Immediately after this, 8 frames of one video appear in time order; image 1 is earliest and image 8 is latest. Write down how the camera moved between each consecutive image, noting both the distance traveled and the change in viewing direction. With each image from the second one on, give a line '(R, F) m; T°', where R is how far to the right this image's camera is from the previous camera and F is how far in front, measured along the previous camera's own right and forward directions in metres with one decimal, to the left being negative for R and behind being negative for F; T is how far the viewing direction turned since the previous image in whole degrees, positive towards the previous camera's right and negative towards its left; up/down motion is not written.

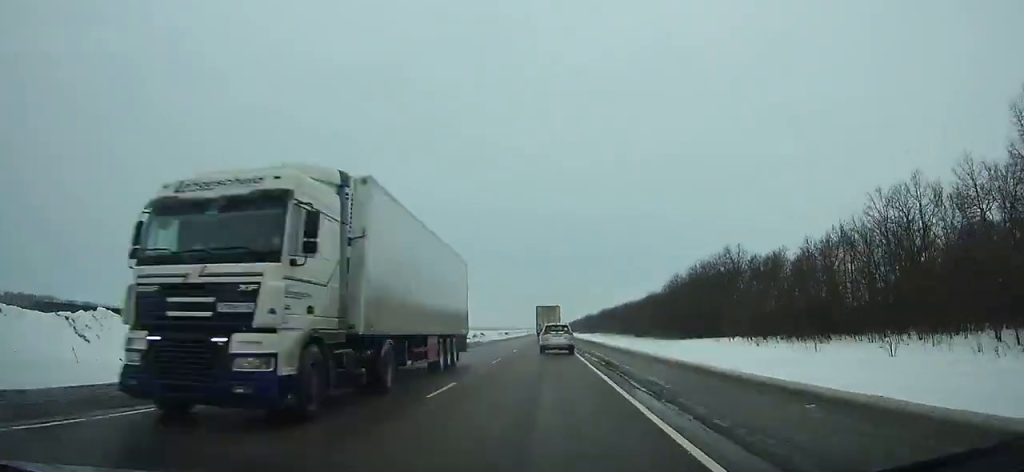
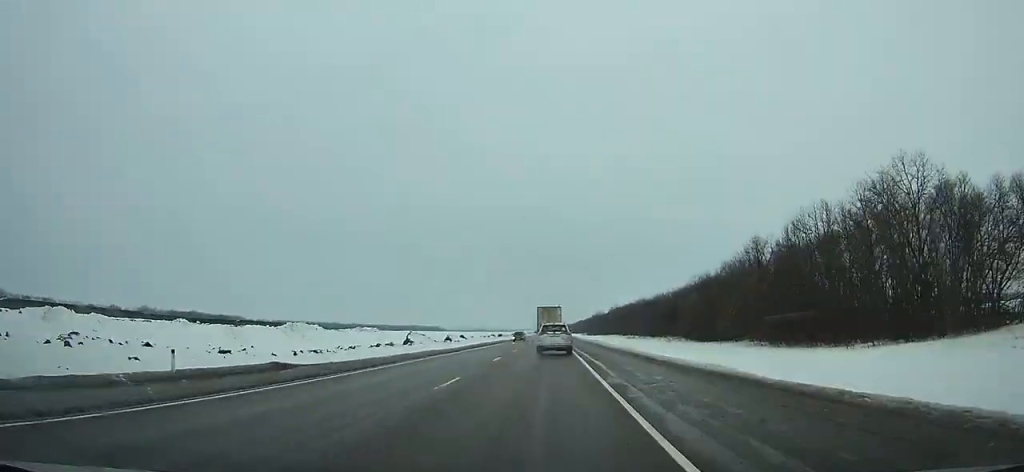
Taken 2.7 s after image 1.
(0.0, +59.4) m; 0°
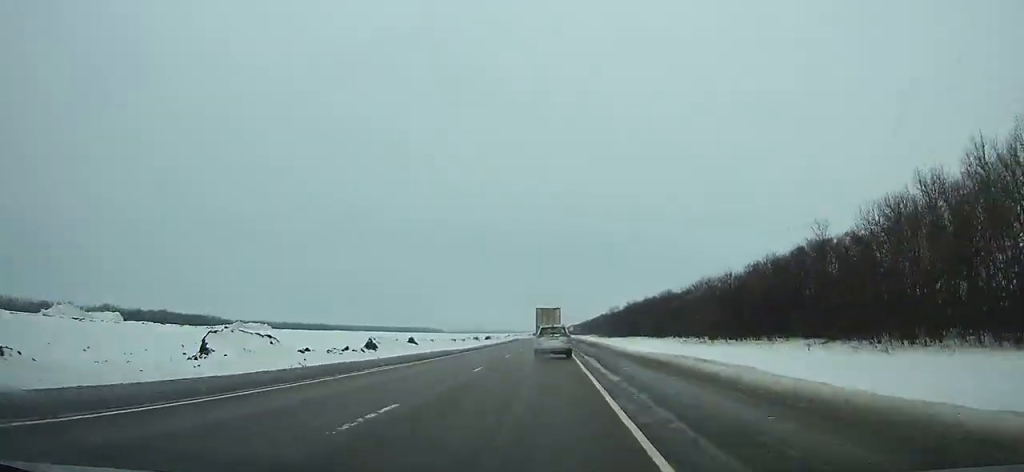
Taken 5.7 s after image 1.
(0.0, +66.0) m; 0°
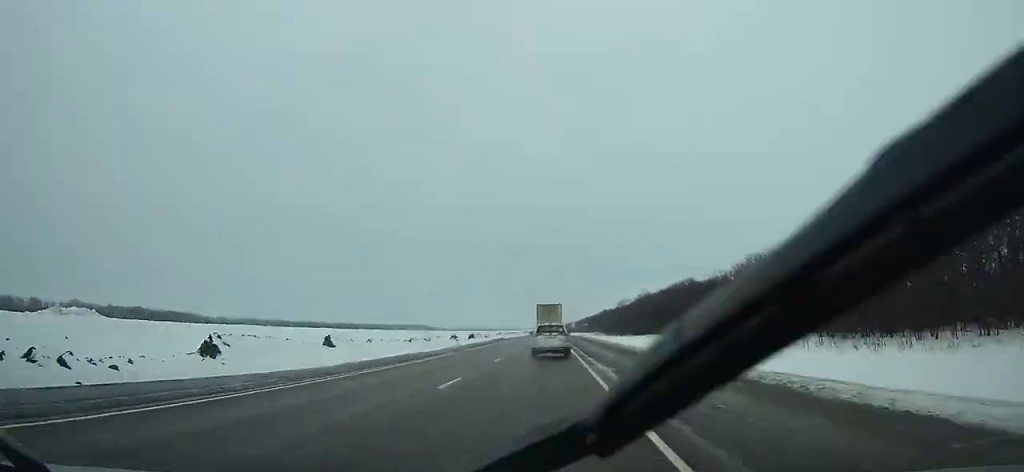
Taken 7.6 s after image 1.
(0.0, +41.9) m; 0°
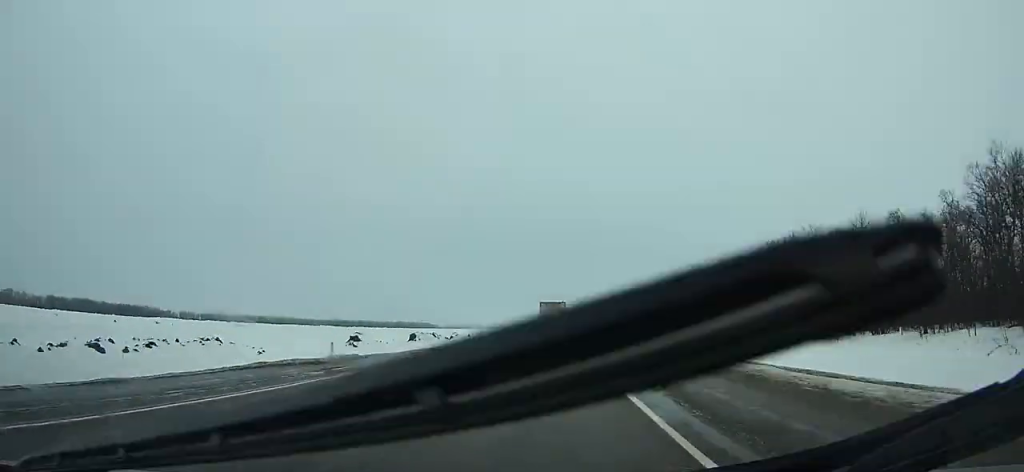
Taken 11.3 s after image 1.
(-0.2, +82.0) m; 0°
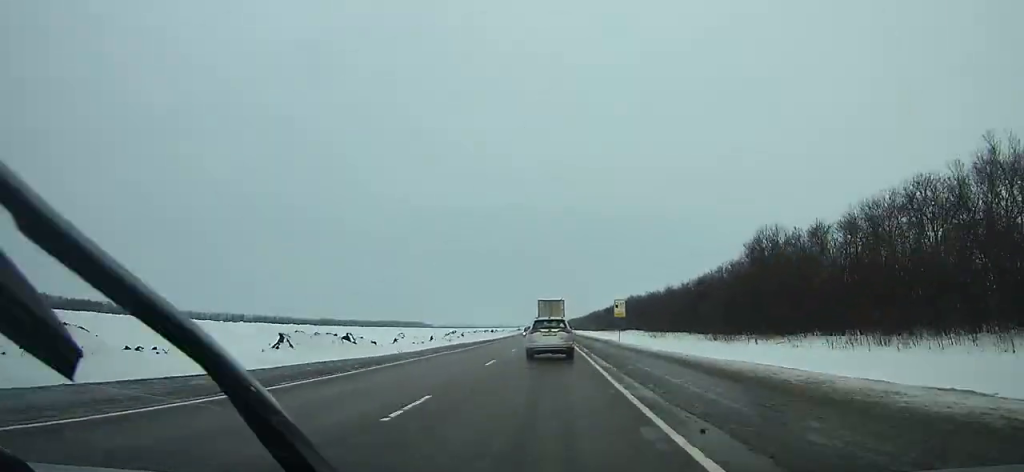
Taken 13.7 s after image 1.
(-0.1, +53.3) m; 0°
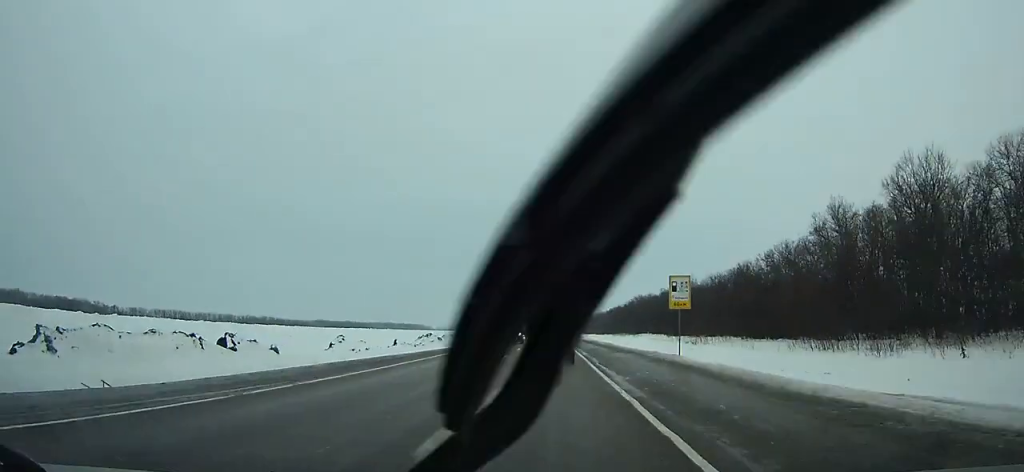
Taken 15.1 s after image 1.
(+0.2, +31.1) m; 0°
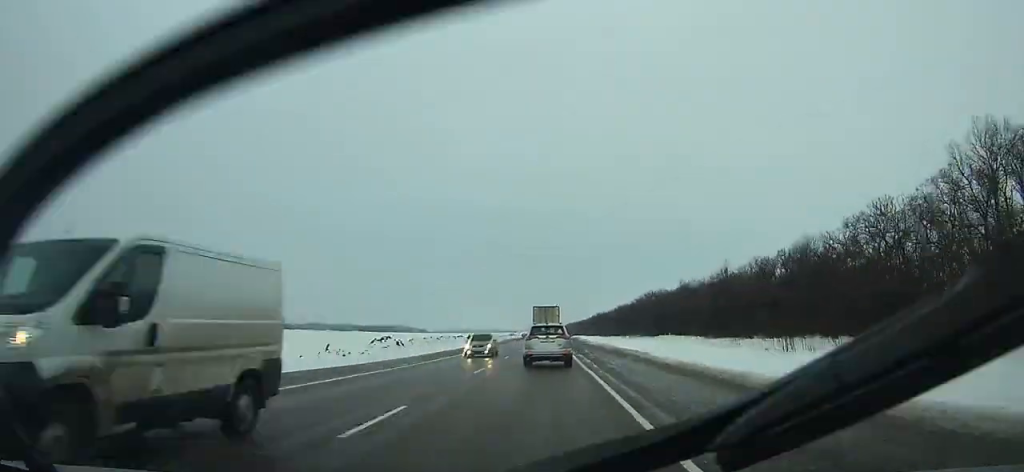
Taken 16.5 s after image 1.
(+0.1, +31.1) m; 0°
